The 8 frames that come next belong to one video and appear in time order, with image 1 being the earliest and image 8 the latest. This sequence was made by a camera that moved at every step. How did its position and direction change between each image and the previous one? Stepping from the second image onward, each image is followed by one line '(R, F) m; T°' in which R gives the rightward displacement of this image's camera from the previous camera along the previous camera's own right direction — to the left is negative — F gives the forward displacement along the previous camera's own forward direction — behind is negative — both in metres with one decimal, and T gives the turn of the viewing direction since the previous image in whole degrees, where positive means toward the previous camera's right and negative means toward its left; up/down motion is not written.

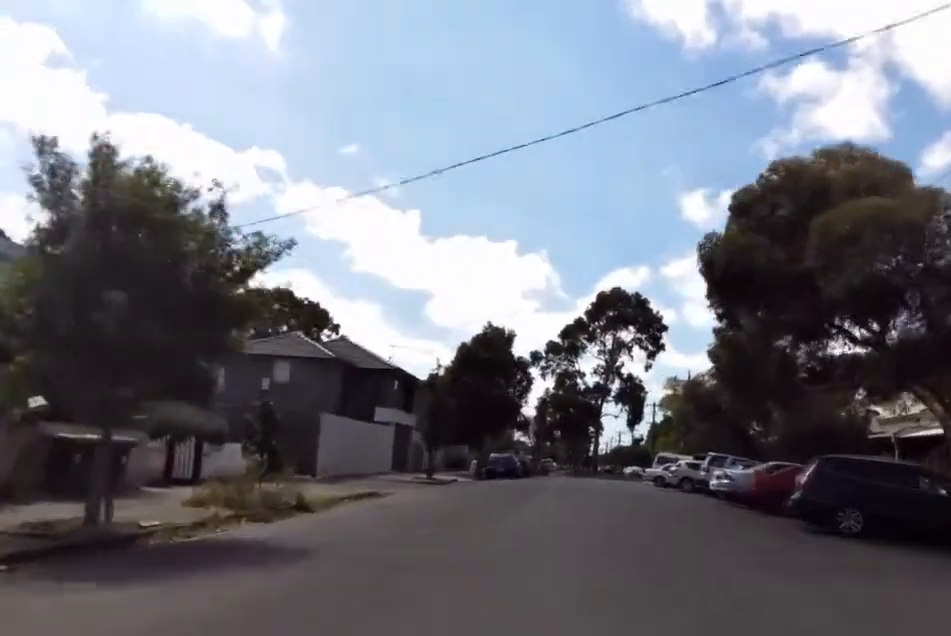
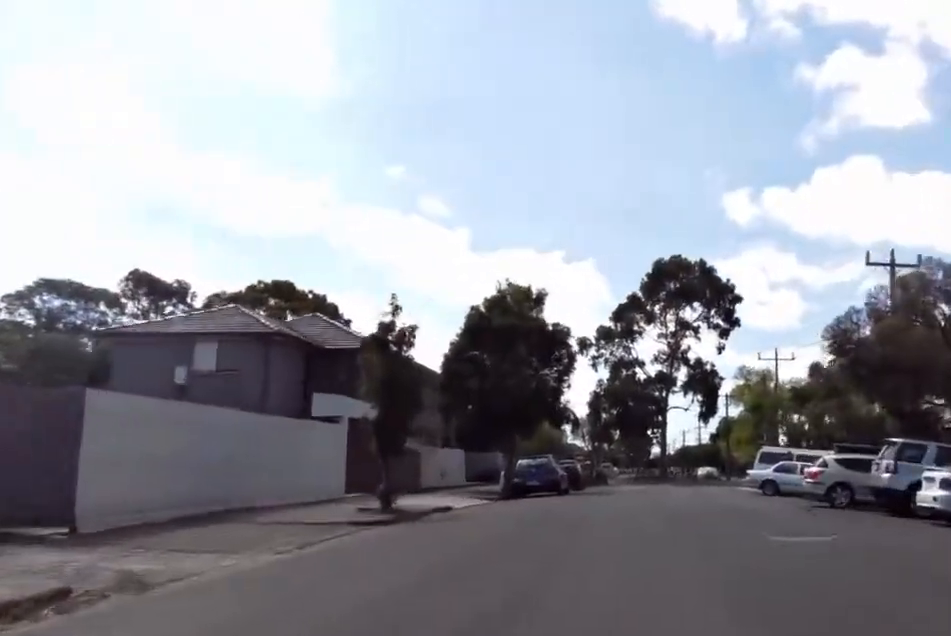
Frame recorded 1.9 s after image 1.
(-0.3, +14.3) m; +7°
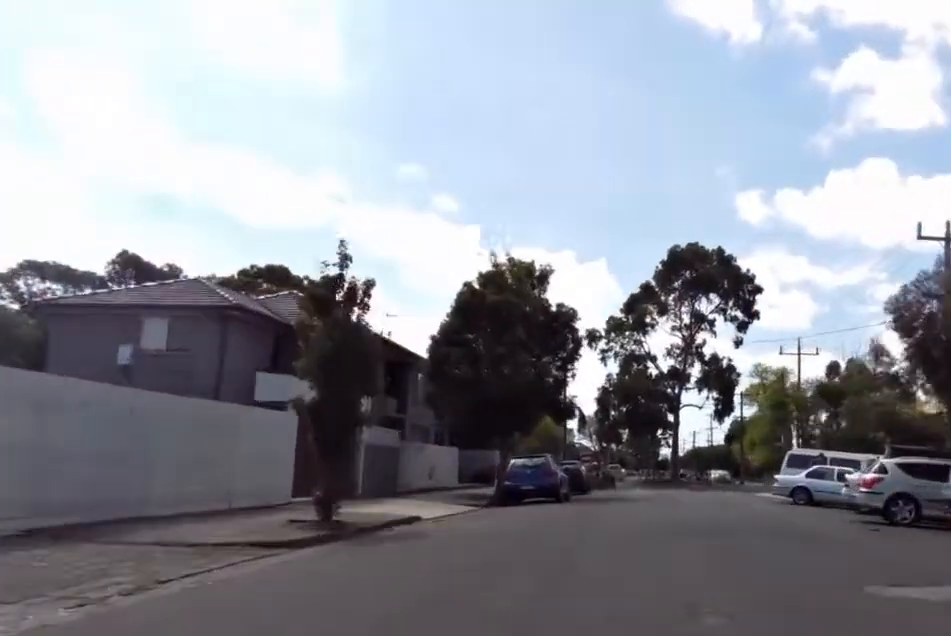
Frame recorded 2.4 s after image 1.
(+0.2, +3.6) m; +2°
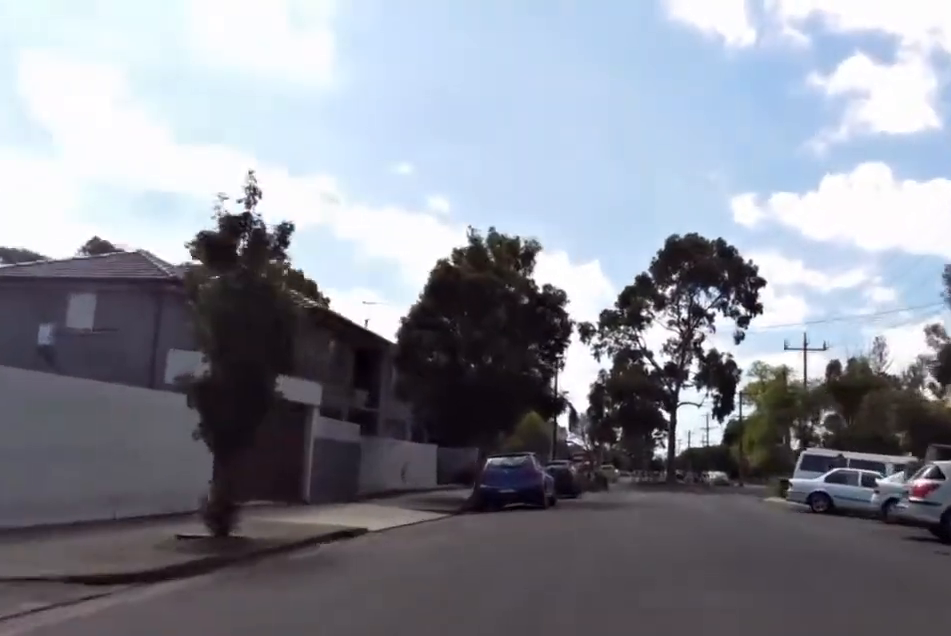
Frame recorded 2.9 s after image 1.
(+0.2, +3.1) m; -4°
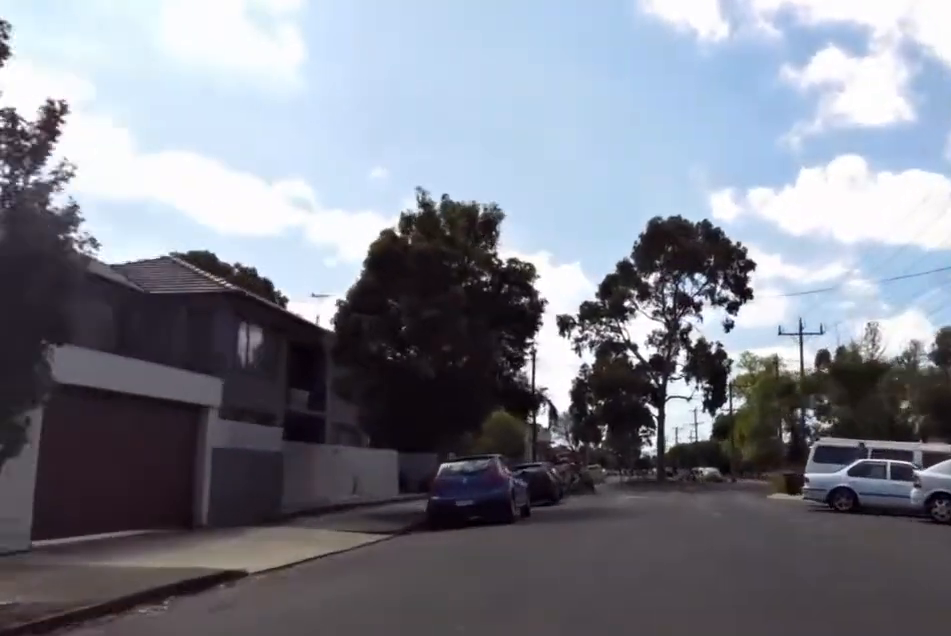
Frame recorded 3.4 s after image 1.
(+0.1, +3.5) m; -5°
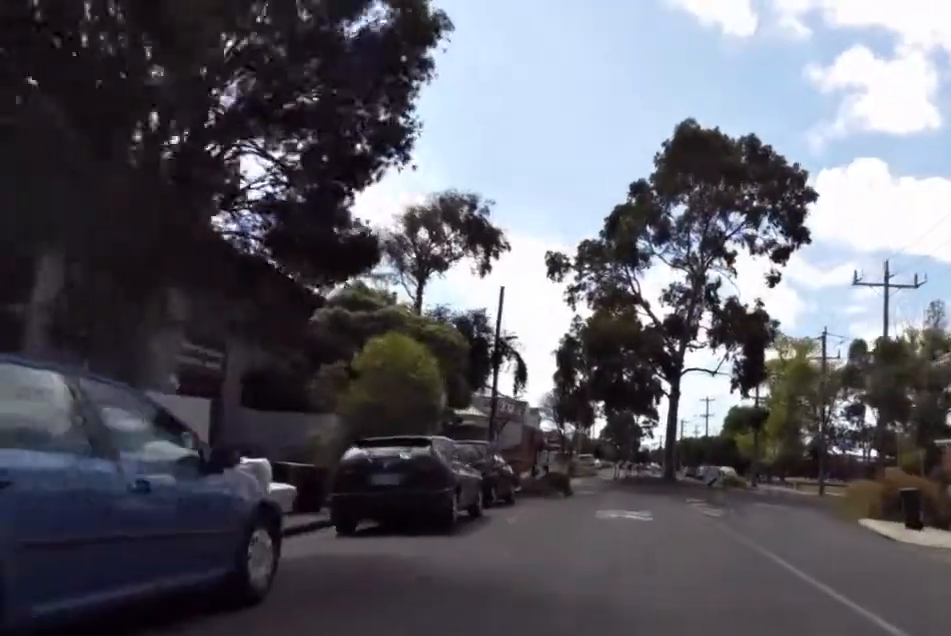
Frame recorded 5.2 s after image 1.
(-2.2, +13.7) m; -9°
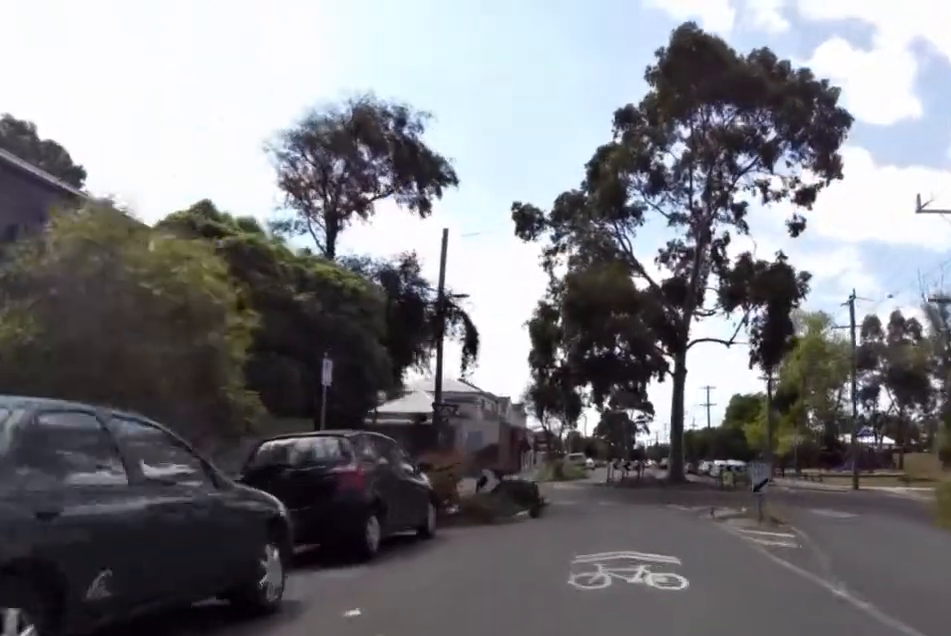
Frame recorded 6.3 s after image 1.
(0.0, +8.5) m; +1°
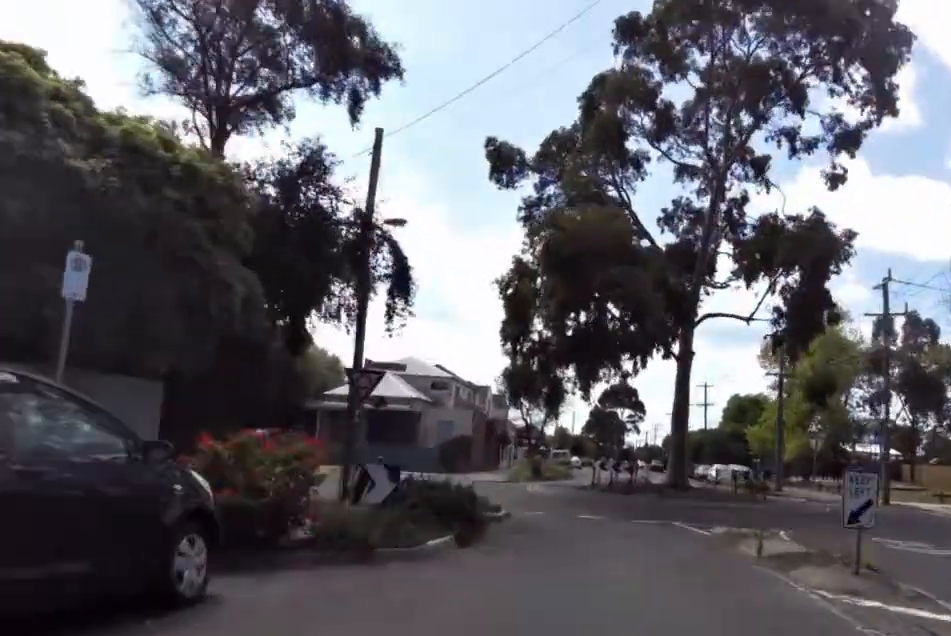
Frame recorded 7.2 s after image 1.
(-0.1, +6.5) m; +7°
